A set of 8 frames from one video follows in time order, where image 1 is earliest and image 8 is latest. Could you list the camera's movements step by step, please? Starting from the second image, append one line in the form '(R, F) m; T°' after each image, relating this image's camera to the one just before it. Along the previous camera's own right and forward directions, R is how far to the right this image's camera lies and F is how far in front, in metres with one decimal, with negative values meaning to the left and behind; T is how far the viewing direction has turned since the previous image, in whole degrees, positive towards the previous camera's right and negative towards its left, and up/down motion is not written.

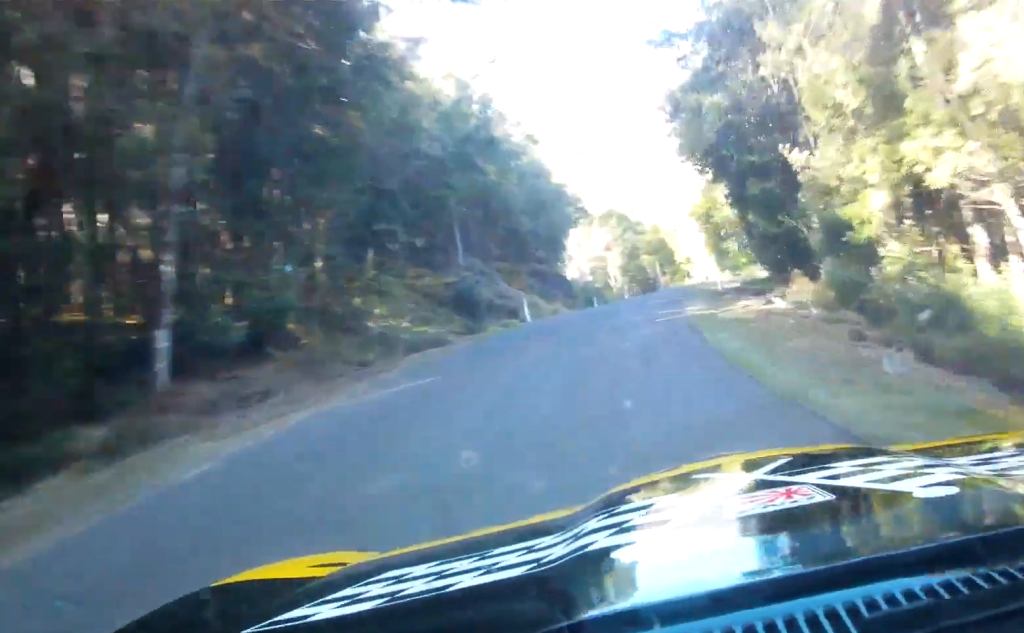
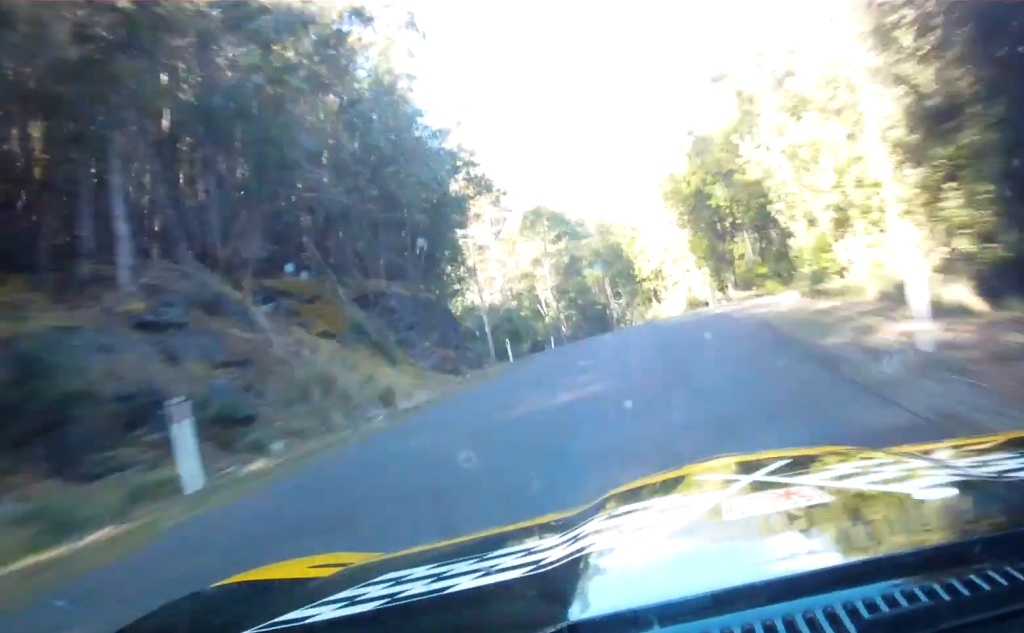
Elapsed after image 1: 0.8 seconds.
(+1.1, +29.8) m; +1°
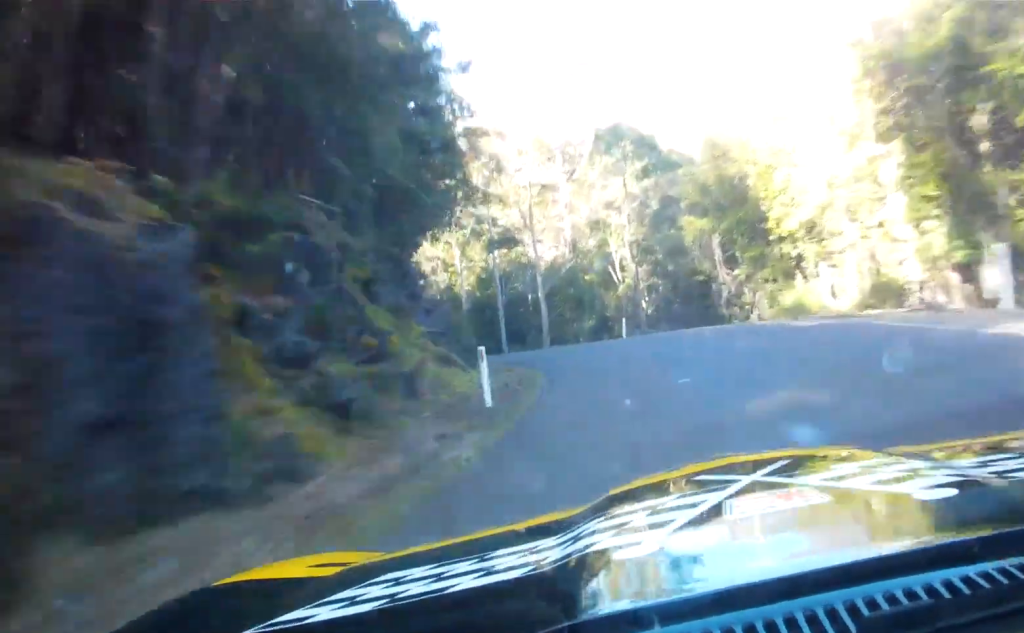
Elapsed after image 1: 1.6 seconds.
(-0.4, +26.0) m; -1°
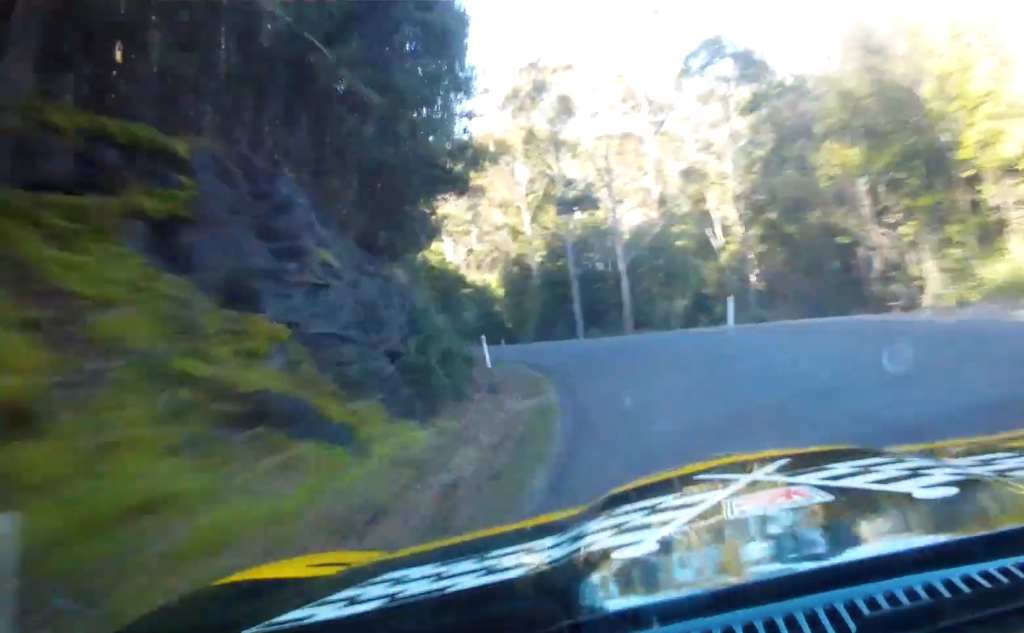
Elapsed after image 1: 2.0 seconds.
(0.0, +14.7) m; -1°
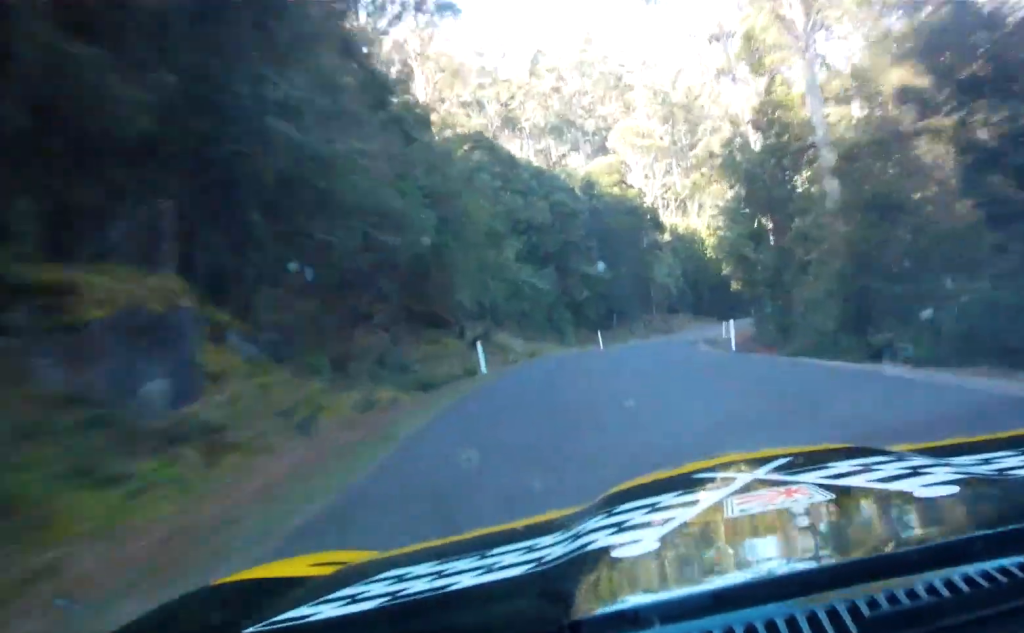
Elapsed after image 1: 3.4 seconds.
(-1.5, +56.8) m; -3°
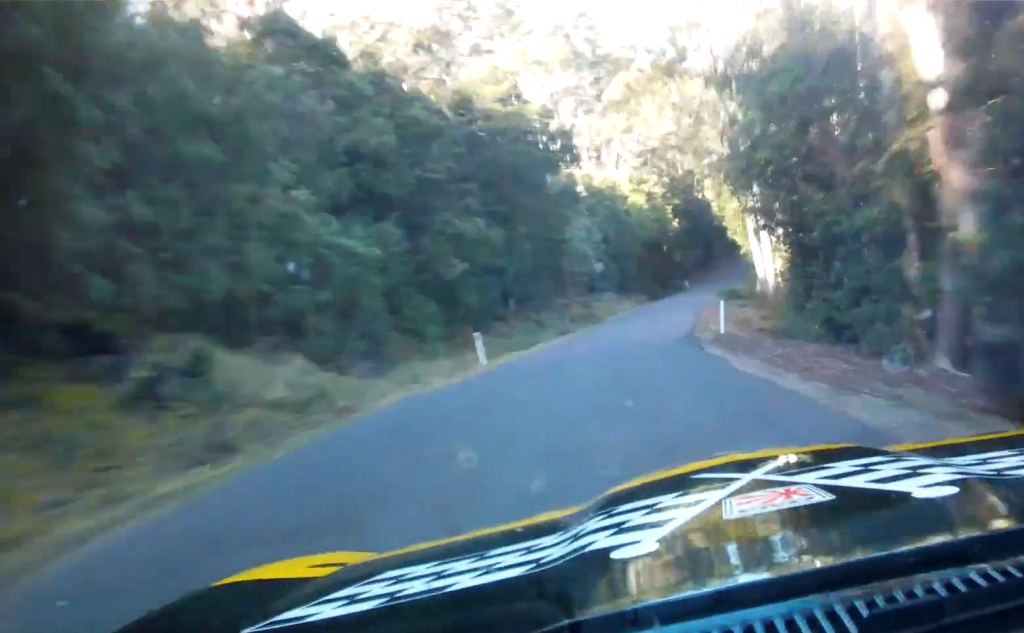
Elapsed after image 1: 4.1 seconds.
(-0.4, +28.8) m; -1°
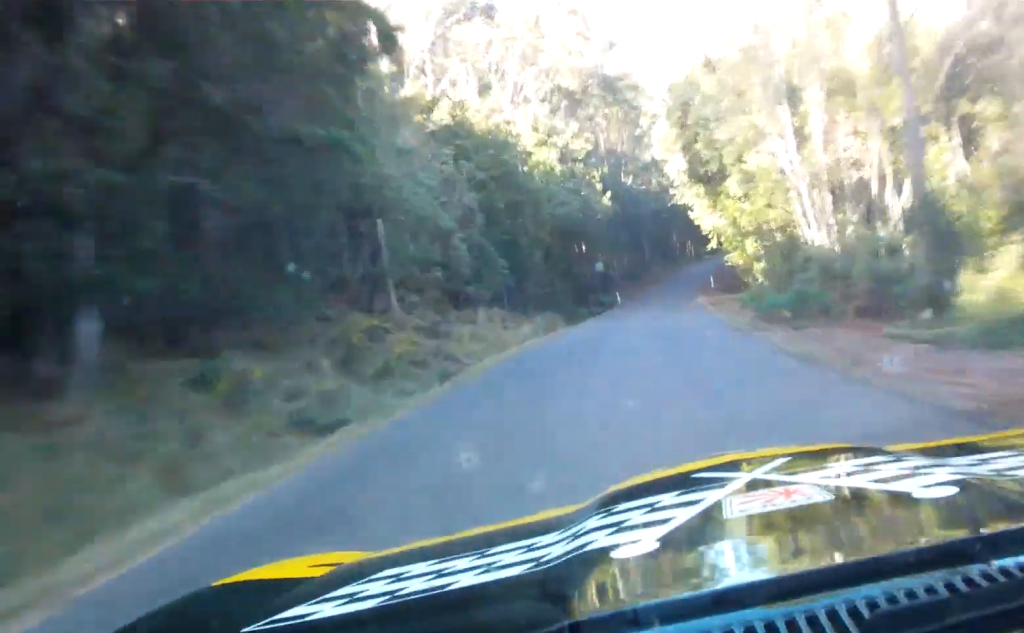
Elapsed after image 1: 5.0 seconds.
(-0.4, +41.0) m; +1°
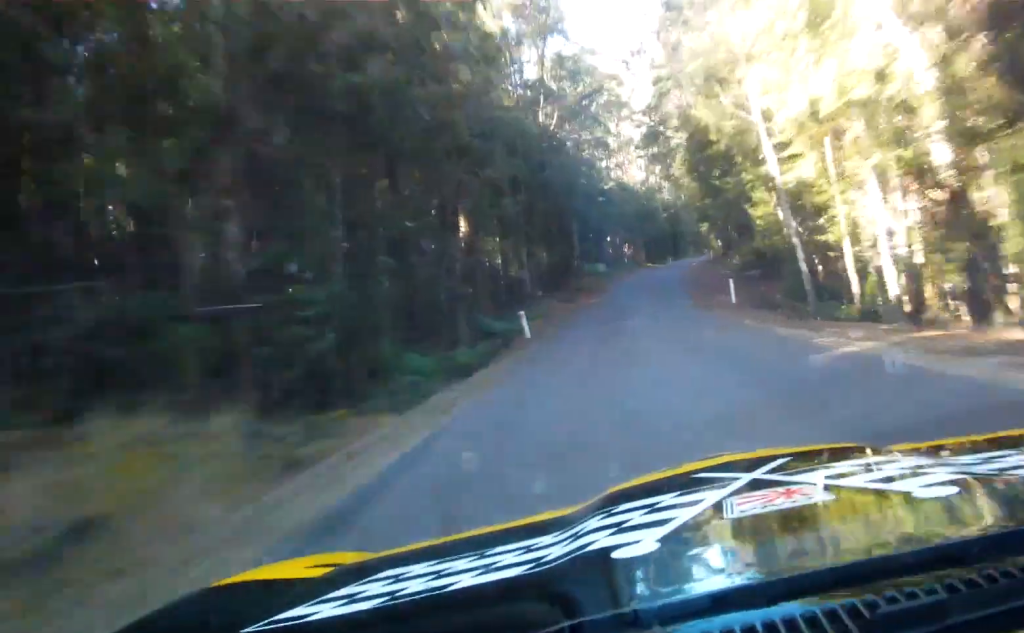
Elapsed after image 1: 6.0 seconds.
(+1.4, +44.0) m; +3°
